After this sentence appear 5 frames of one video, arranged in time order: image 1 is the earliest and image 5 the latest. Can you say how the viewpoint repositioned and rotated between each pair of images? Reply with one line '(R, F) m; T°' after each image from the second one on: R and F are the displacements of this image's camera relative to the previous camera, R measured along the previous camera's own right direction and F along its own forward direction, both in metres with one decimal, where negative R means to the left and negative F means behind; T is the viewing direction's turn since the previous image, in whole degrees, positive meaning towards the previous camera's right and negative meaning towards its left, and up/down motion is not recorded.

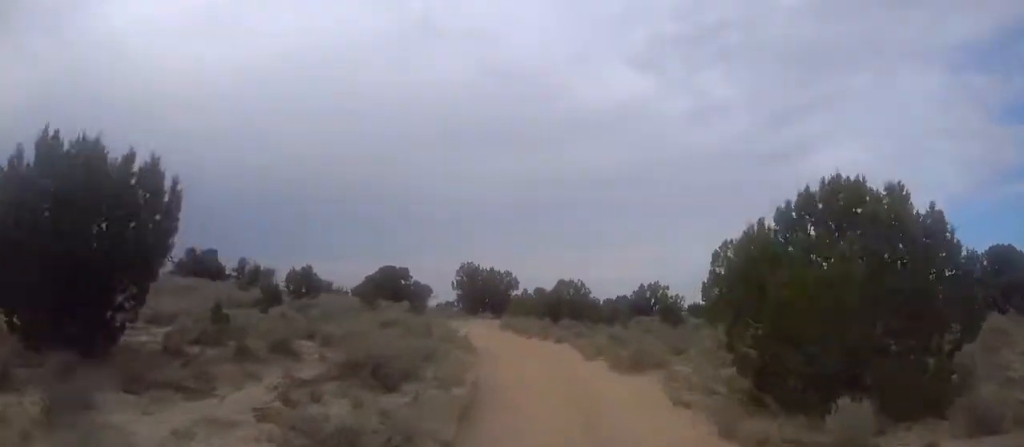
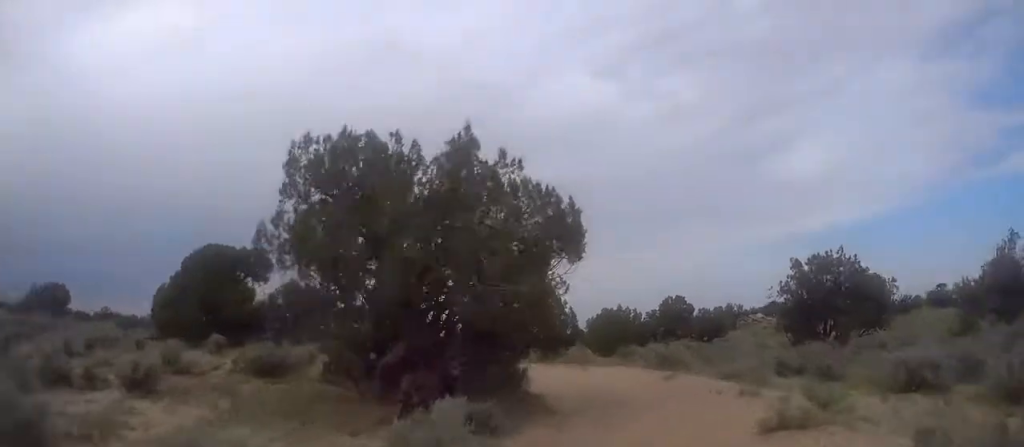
(-1.4, +52.5) m; +1°
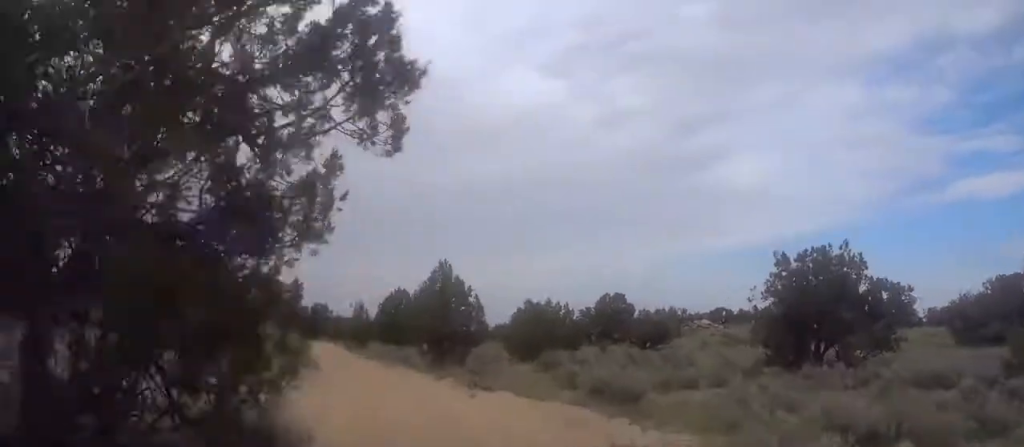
(-0.5, +11.2) m; -2°
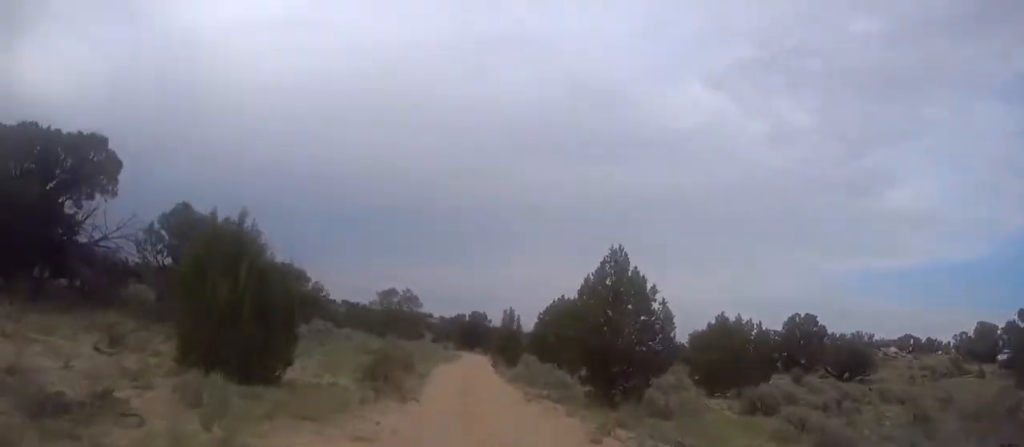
(-0.2, +9.4) m; -2°
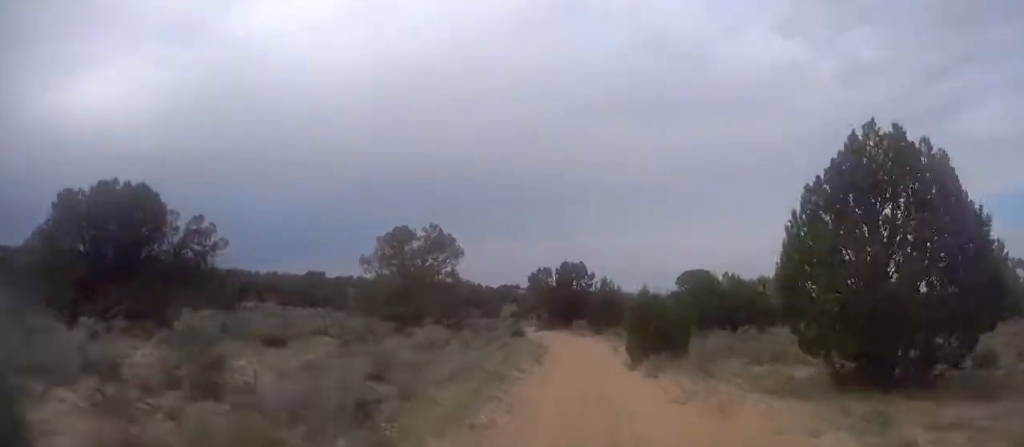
(-3.0, +40.2) m; -7°
